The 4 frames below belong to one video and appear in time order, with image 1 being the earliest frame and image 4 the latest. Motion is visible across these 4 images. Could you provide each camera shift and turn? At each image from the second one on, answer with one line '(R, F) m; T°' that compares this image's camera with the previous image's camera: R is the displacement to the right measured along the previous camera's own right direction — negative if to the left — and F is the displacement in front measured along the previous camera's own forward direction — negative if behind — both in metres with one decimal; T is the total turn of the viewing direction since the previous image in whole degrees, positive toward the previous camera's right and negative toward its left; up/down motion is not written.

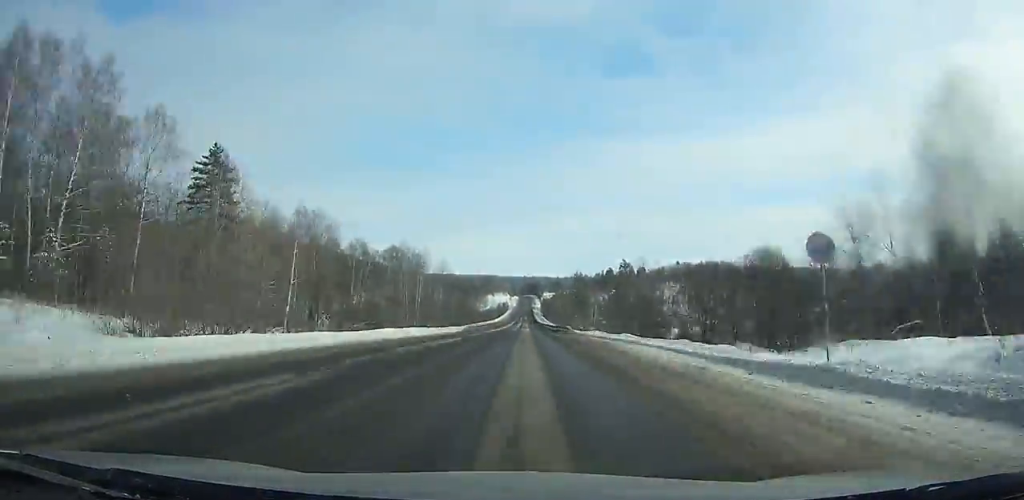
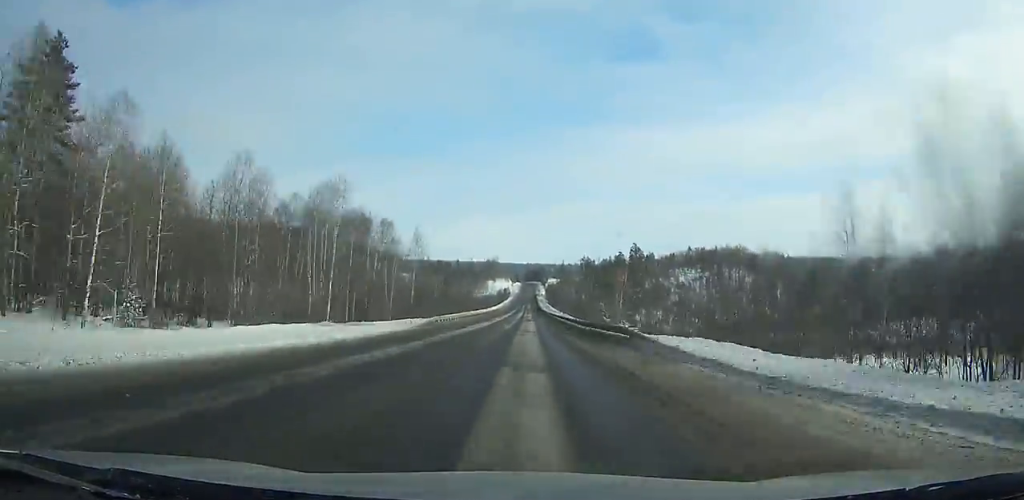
(+0.1, +33.1) m; 0°
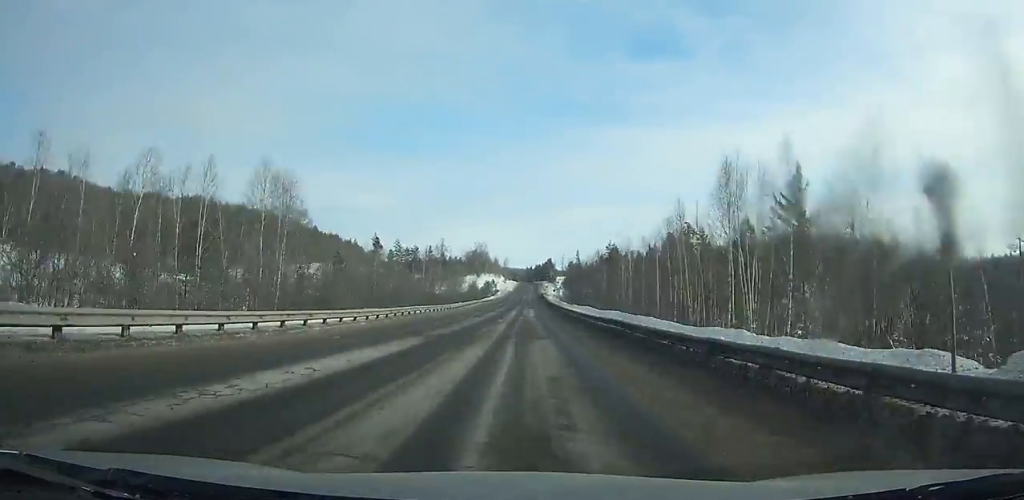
(-0.1, +141.7) m; 0°
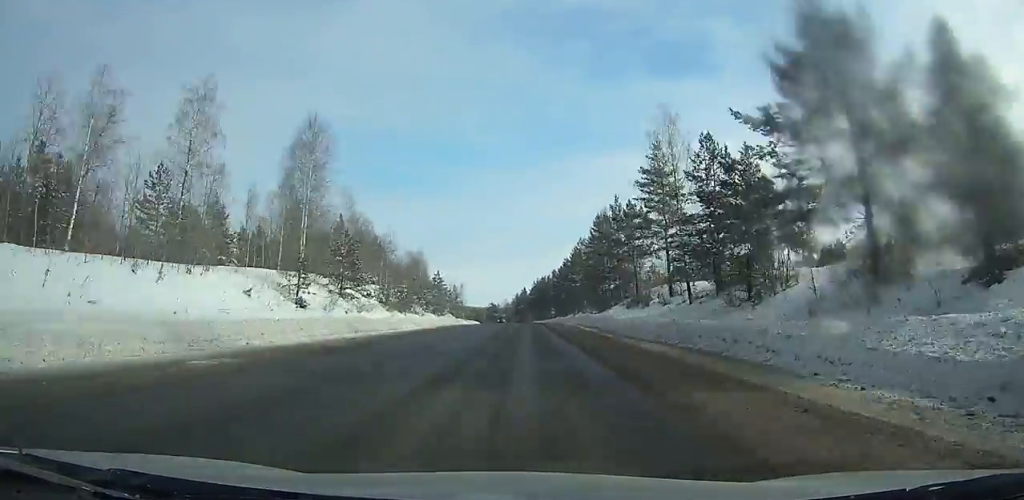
(+1.5, +291.1) m; 0°
